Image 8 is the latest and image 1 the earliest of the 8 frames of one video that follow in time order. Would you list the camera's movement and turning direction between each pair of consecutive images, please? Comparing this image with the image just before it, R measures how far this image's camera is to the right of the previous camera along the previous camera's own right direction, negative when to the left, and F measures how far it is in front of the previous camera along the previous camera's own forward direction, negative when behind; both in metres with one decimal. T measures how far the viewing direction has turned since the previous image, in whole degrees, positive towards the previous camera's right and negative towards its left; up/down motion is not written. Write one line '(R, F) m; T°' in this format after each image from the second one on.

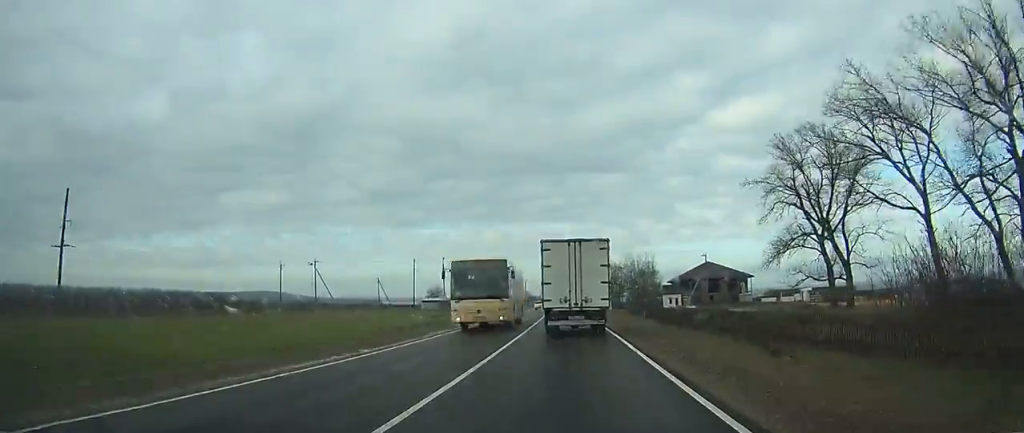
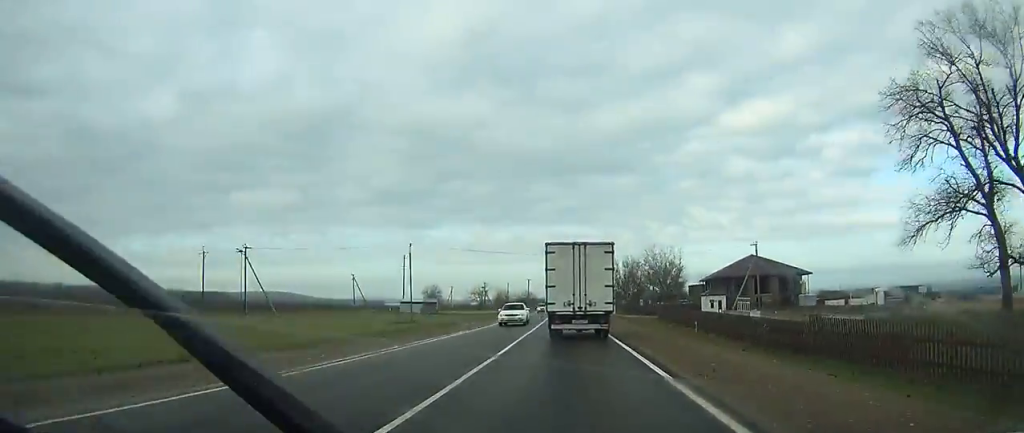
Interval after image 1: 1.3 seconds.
(-0.2, +26.4) m; -1°
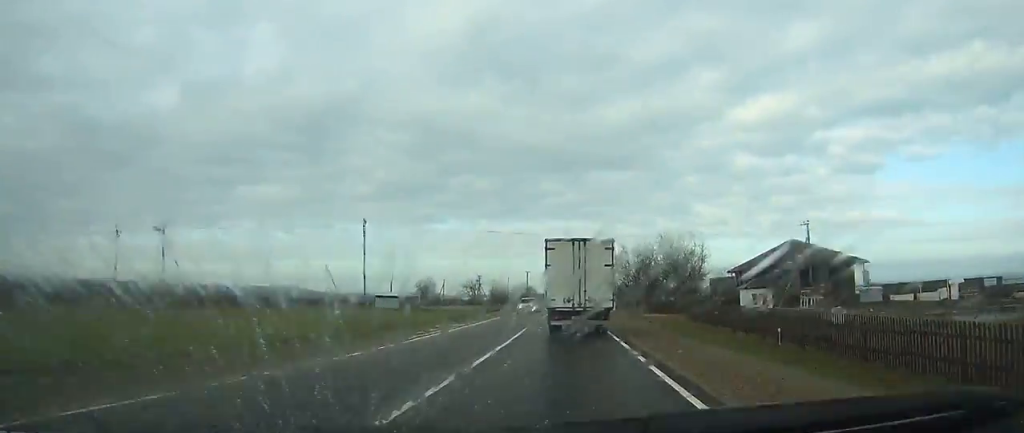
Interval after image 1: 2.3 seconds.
(0.0, +18.5) m; 0°
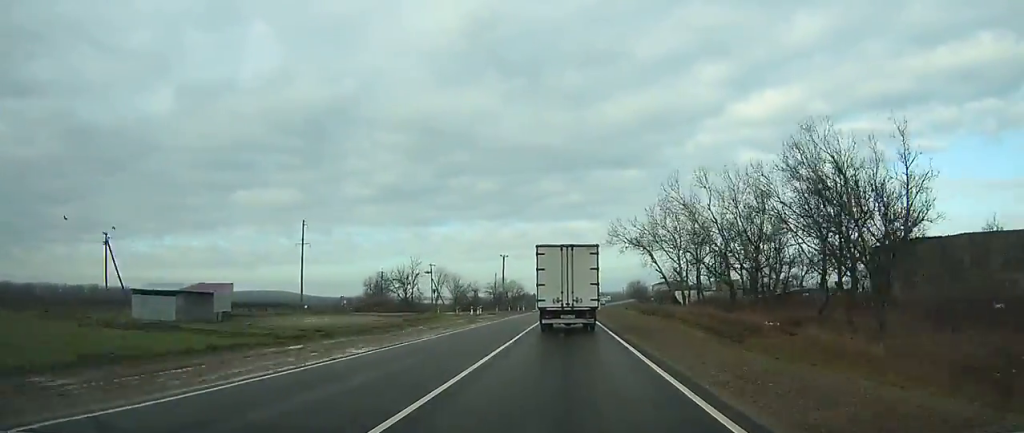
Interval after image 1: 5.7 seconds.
(-0.5, +67.2) m; 0°
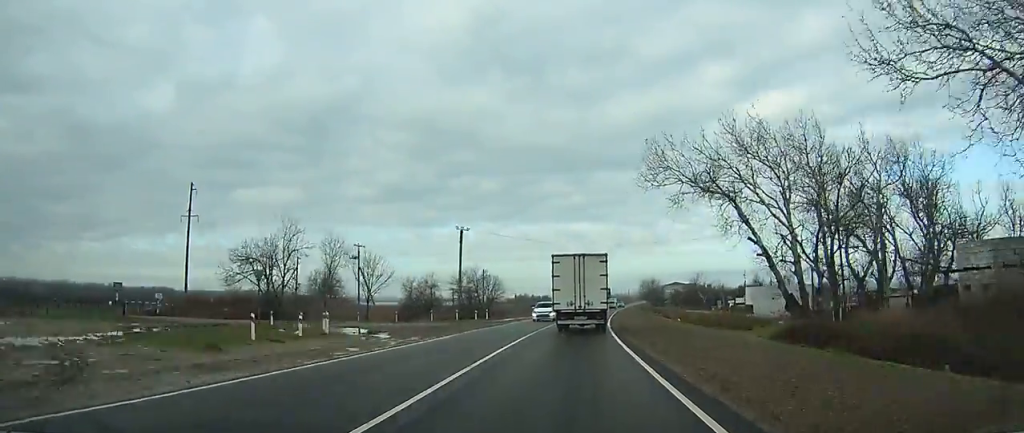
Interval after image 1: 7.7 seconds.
(+0.2, +41.7) m; +1°
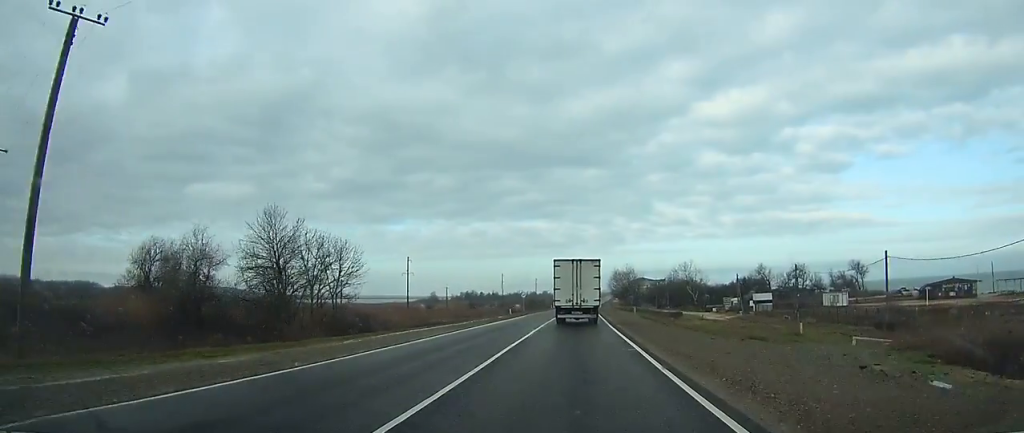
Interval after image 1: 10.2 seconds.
(+1.3, +51.3) m; +3°
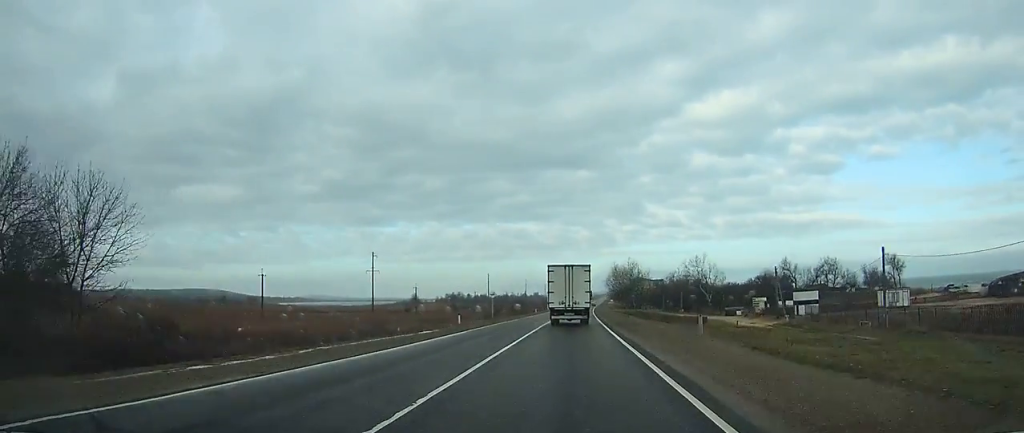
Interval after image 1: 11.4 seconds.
(+0.6, +26.0) m; +1°
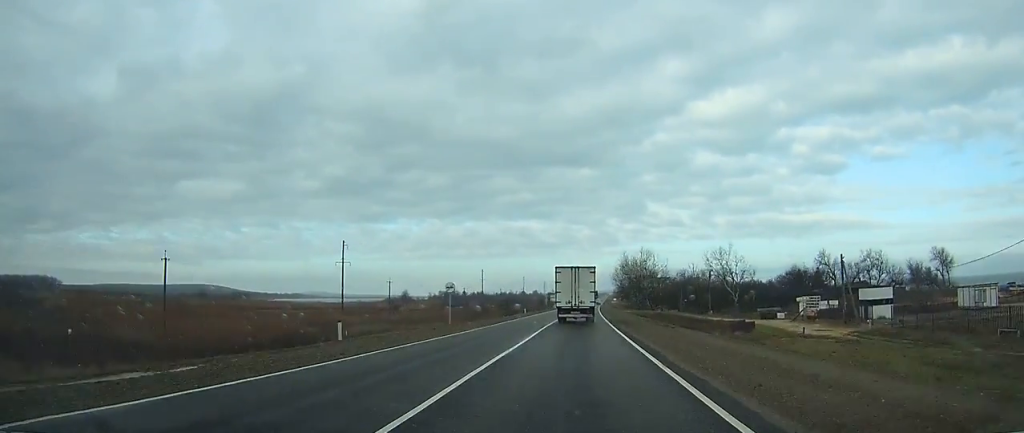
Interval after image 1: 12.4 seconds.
(+0.2, +22.0) m; +1°
